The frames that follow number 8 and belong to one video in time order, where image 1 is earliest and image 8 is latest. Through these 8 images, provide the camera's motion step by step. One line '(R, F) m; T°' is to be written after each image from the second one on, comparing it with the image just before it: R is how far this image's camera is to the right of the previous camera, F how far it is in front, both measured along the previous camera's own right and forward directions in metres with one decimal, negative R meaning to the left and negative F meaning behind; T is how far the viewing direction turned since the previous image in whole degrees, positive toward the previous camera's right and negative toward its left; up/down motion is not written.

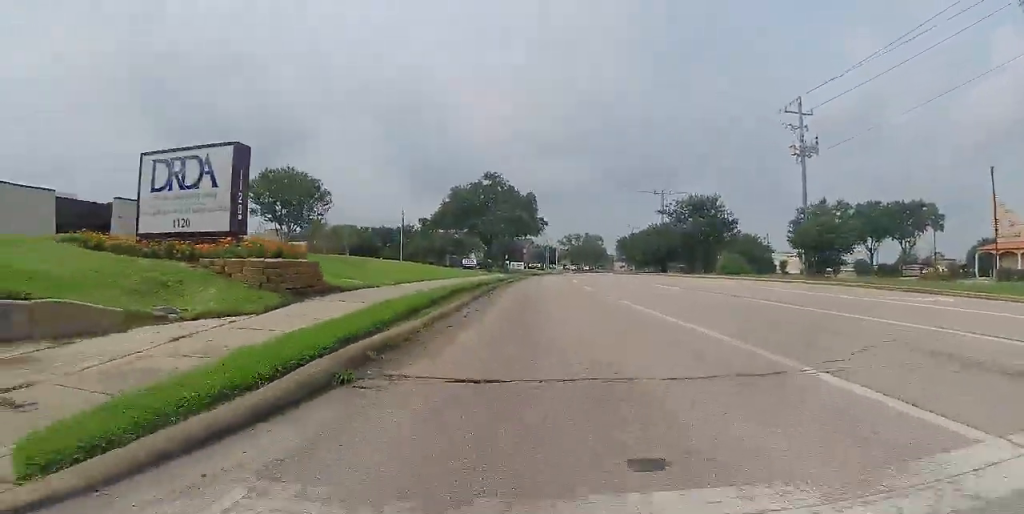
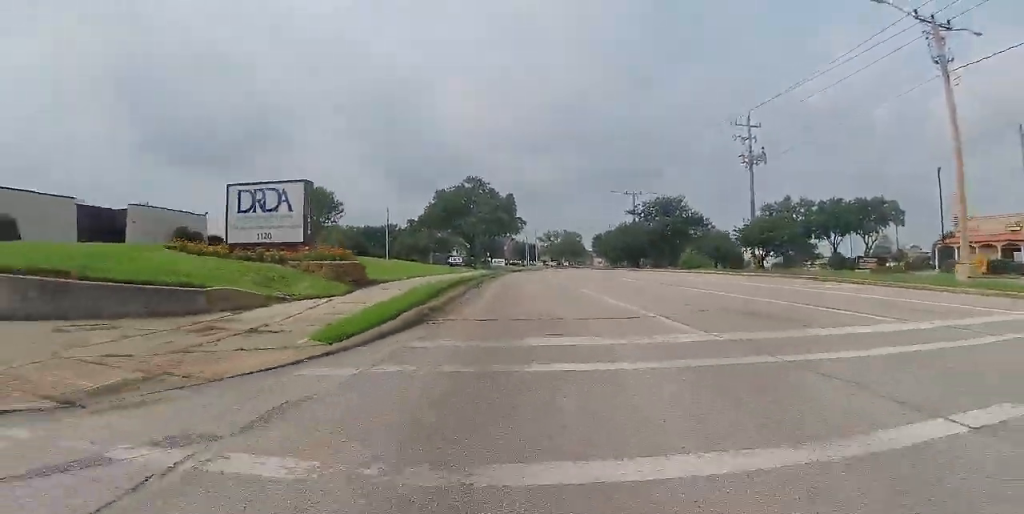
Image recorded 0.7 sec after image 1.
(+0.1, +4.3) m; 0°
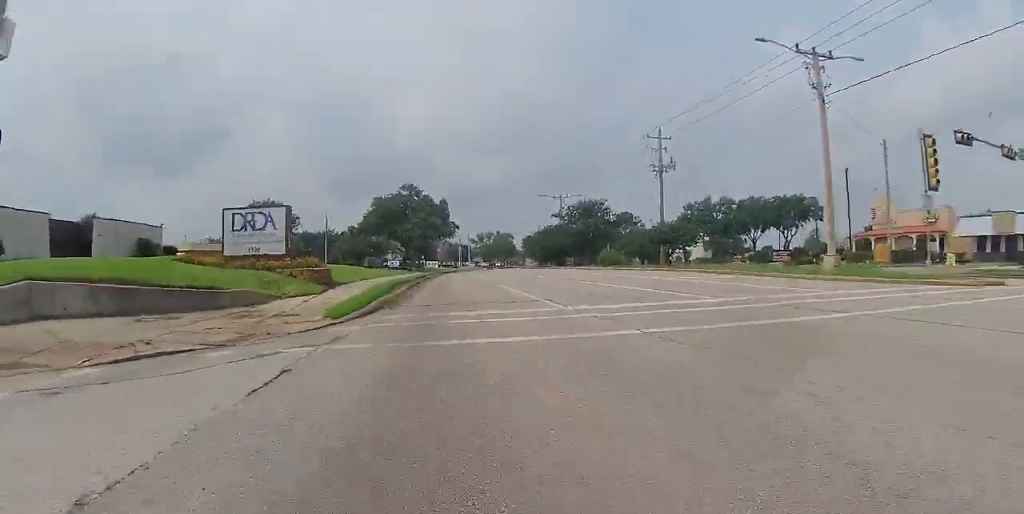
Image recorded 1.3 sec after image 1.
(+0.1, +4.0) m; 0°
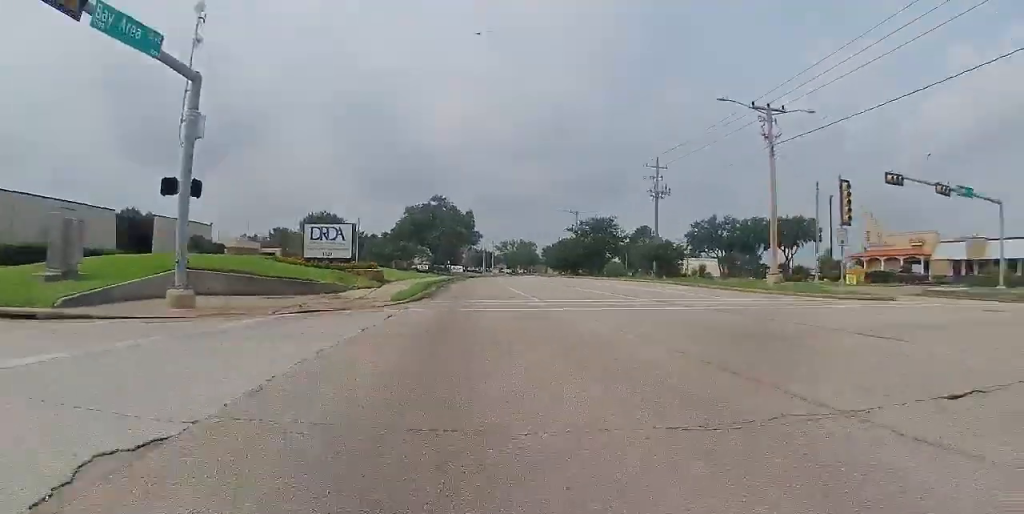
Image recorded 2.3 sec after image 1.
(-0.1, +6.1) m; 0°
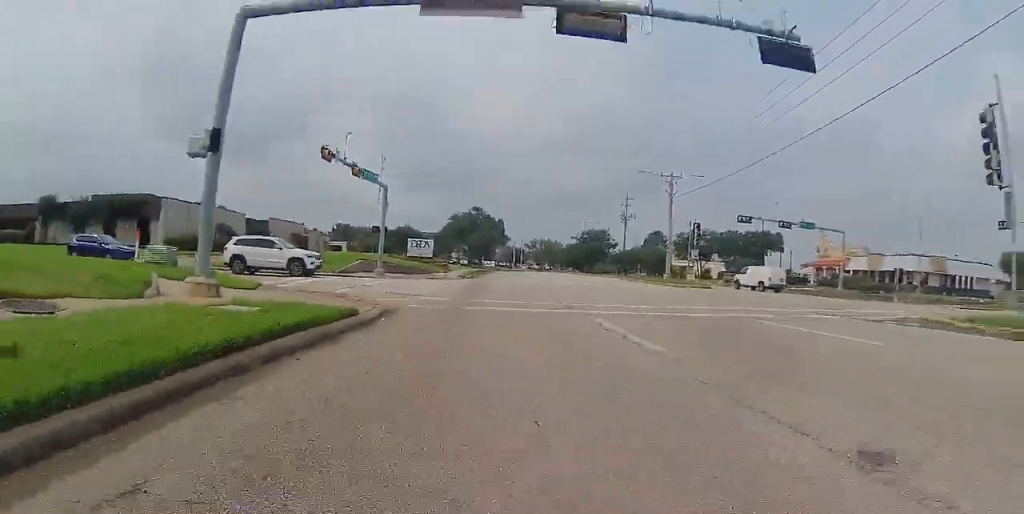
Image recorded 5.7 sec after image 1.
(+0.3, +19.3) m; -1°
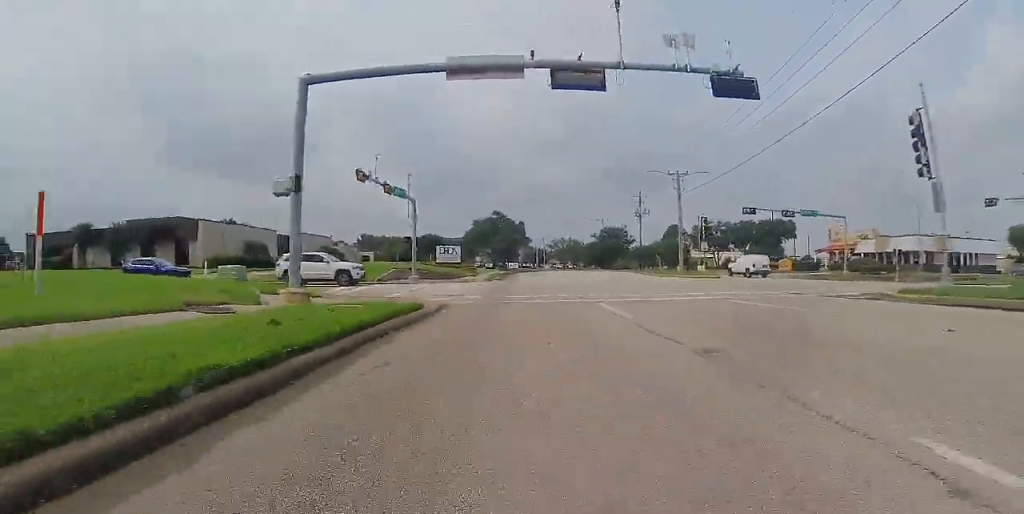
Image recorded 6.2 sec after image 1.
(0.0, +3.2) m; -1°
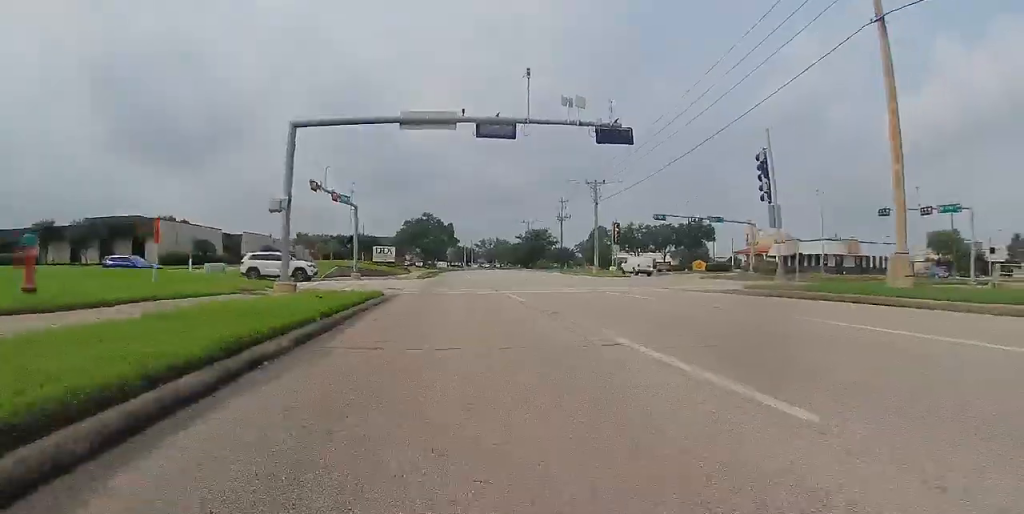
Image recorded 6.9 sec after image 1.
(0.0, +5.0) m; +1°
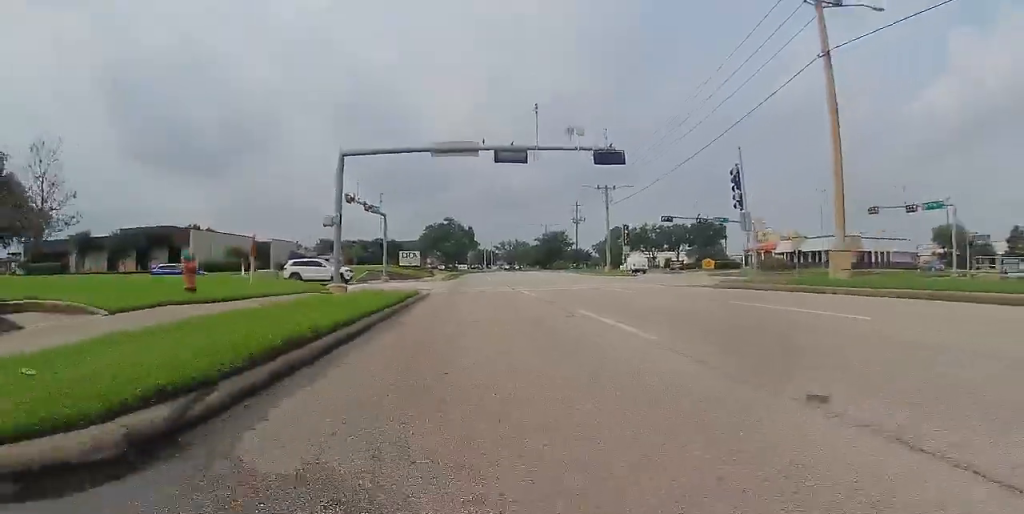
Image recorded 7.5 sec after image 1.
(0.0, +3.9) m; 0°
